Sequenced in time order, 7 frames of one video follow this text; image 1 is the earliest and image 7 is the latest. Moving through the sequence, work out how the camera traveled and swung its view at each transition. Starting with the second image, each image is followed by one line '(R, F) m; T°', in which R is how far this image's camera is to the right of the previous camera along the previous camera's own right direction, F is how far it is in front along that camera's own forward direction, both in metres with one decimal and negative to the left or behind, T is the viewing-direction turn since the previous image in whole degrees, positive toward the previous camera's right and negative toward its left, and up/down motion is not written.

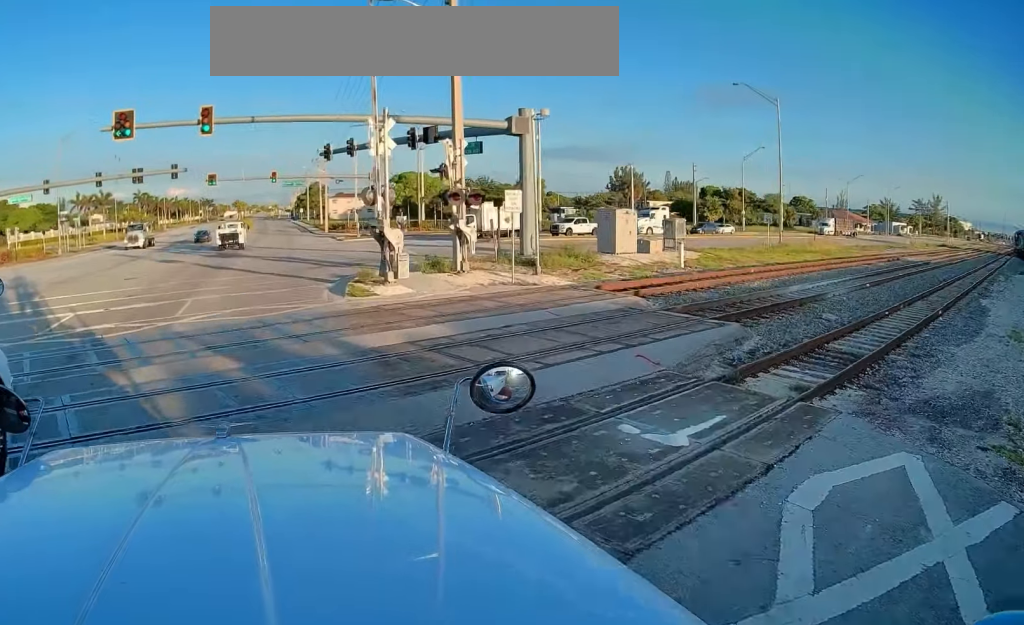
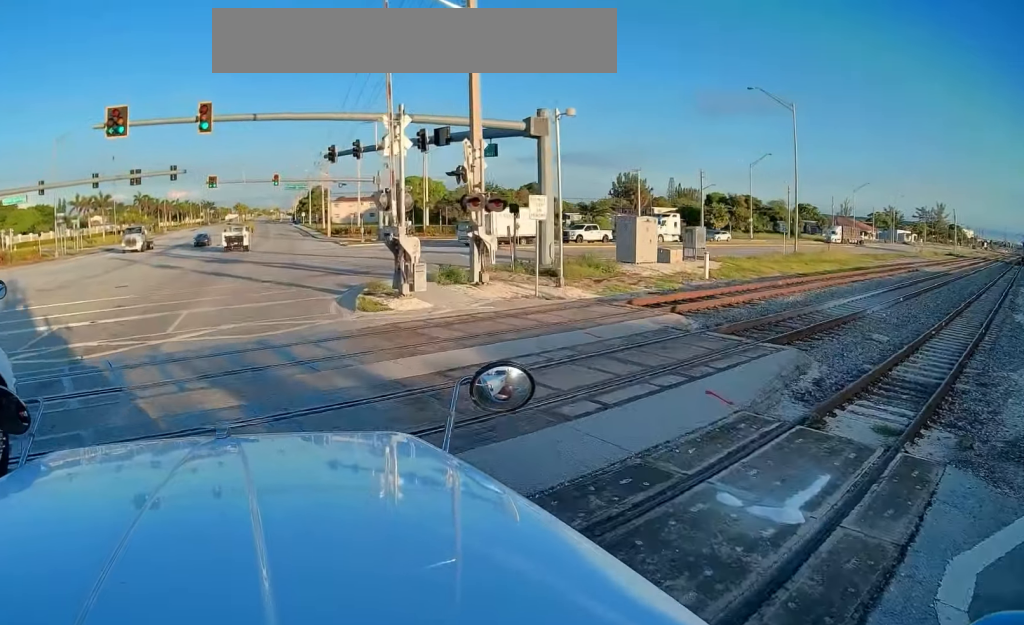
(0.0, +2.0) m; +2°
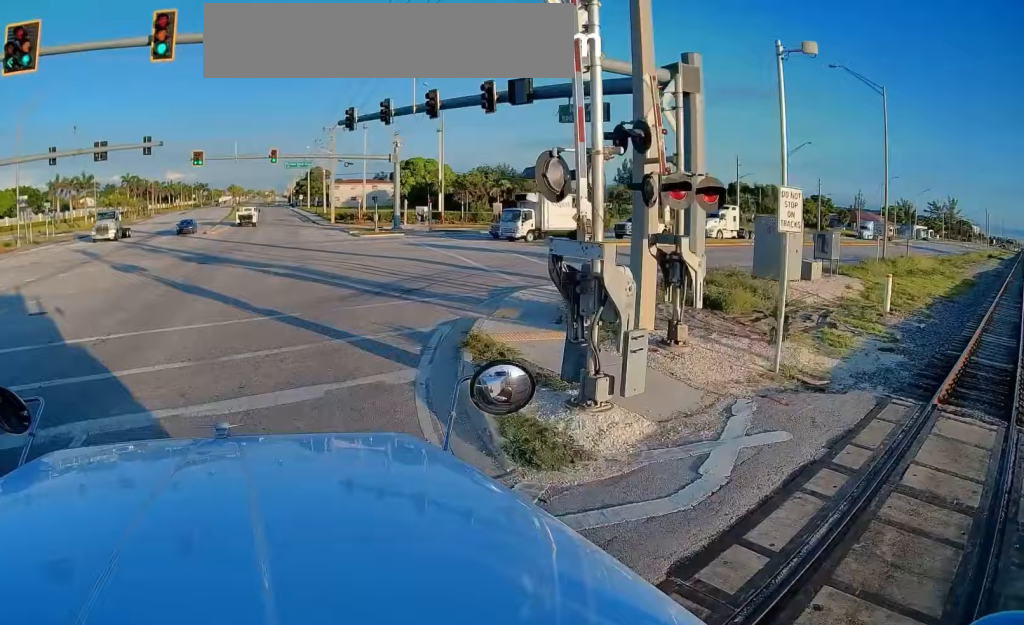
(0.0, +10.3) m; 0°
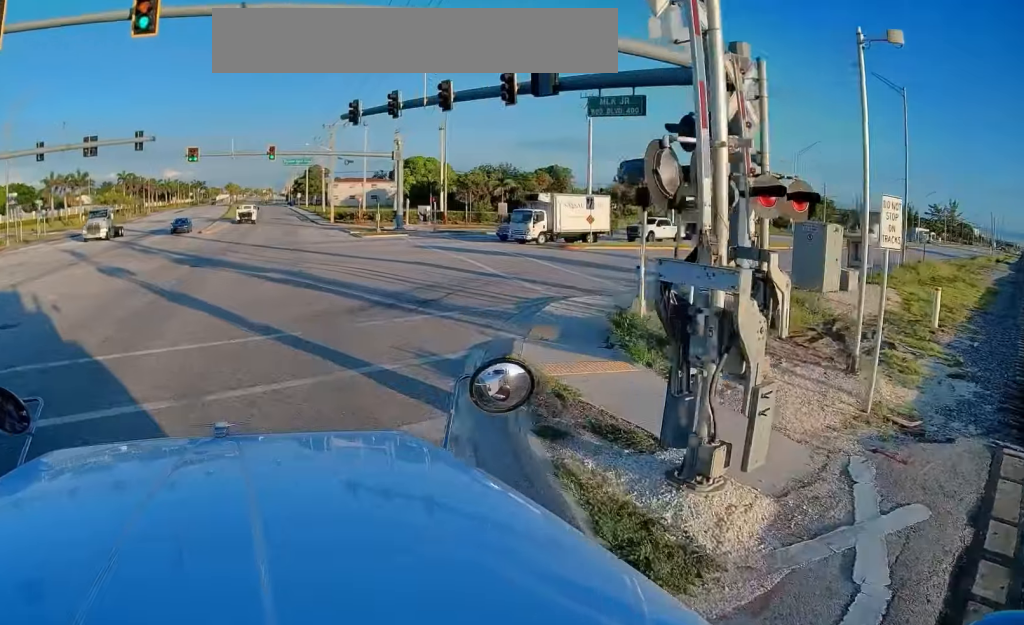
(+0.1, +2.1) m; +1°
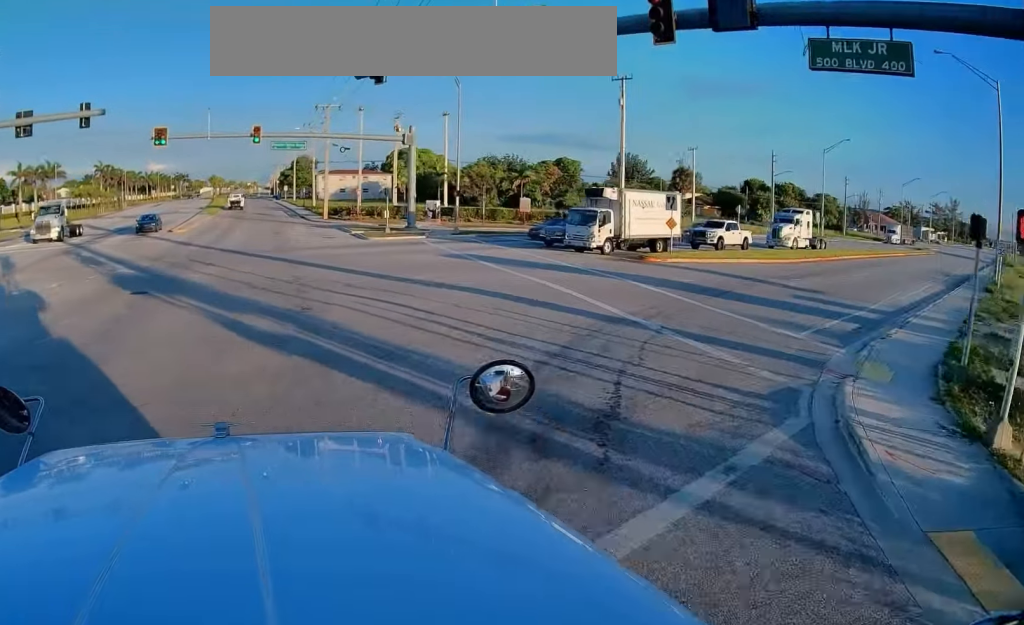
(0.0, +9.5) m; -1°
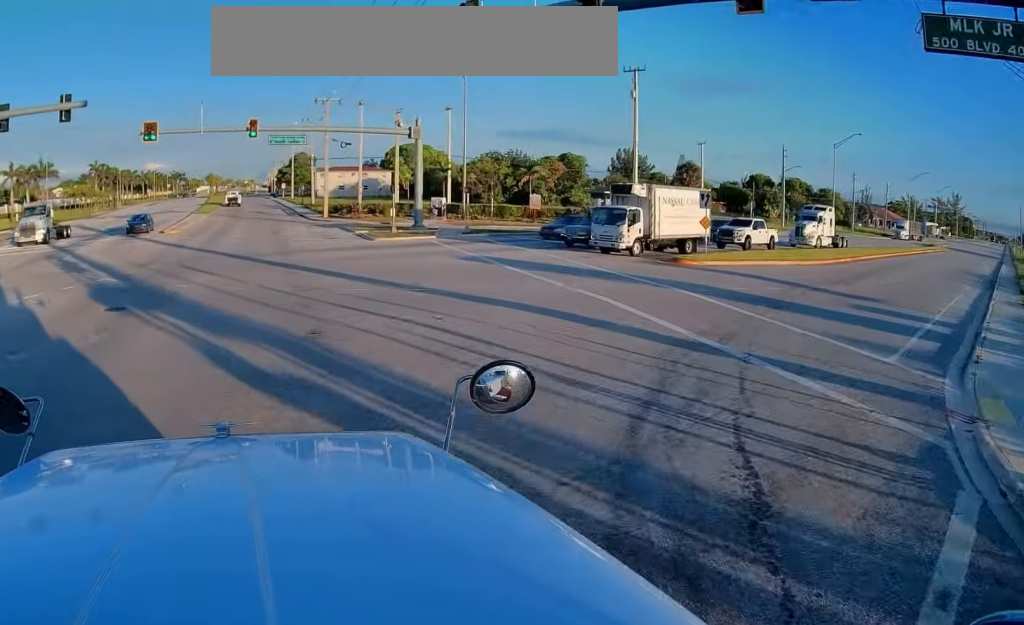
(-0.1, +2.7) m; 0°
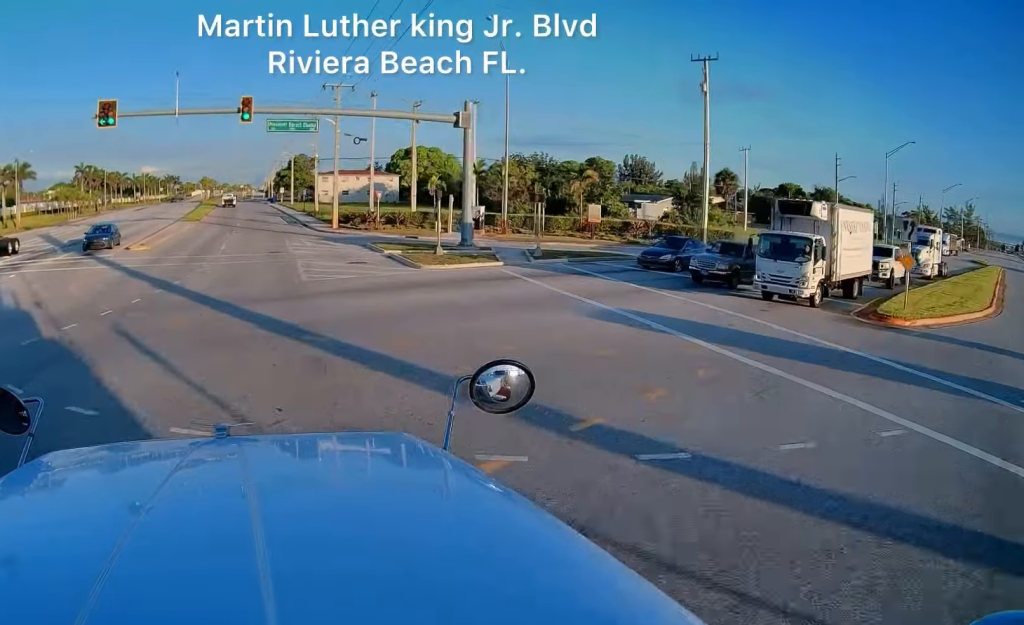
(+0.2, +10.4) m; +1°
